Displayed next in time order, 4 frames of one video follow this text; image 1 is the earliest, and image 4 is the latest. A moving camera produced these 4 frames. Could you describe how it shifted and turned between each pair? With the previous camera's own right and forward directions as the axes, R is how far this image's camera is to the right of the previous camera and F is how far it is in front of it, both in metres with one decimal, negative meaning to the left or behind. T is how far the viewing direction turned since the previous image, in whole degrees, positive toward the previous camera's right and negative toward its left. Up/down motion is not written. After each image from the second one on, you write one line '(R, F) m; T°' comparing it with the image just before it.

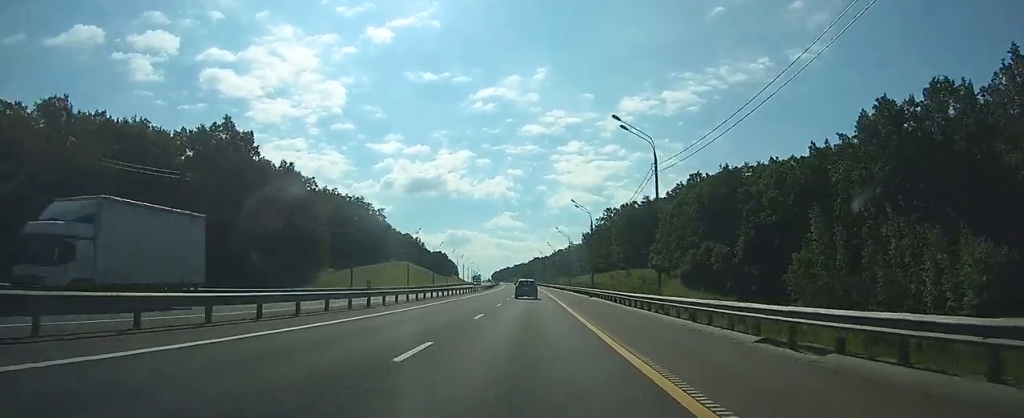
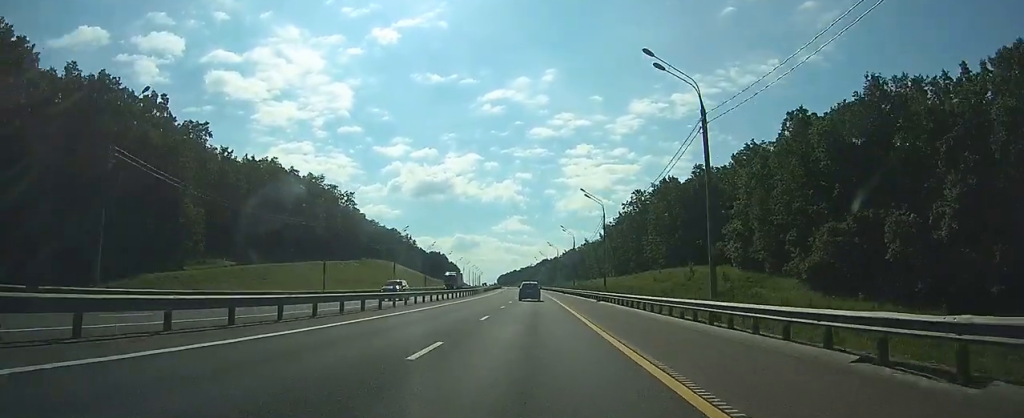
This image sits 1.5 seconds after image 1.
(-0.3, +46.7) m; -1°
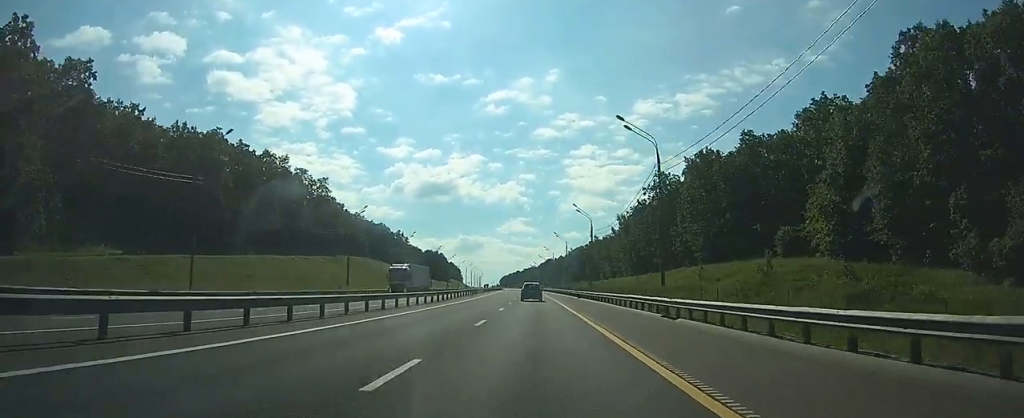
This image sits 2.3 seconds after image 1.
(-0.1, +26.4) m; 0°
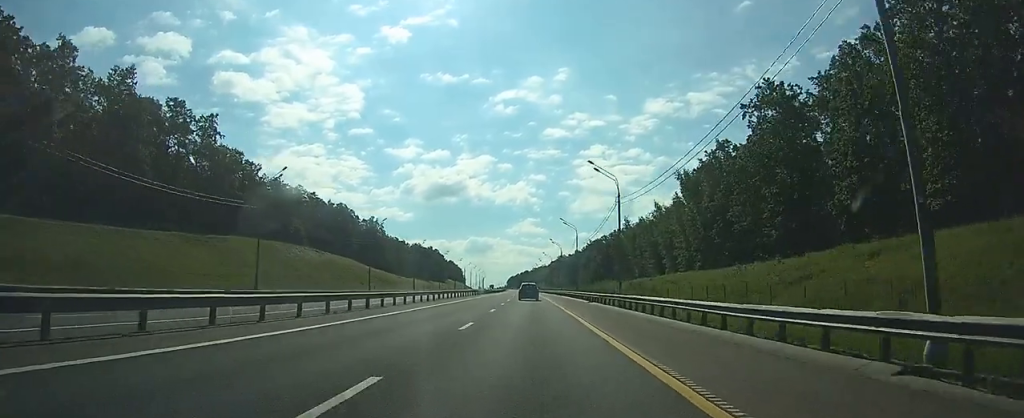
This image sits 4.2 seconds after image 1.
(-0.4, +60.8) m; -1°
